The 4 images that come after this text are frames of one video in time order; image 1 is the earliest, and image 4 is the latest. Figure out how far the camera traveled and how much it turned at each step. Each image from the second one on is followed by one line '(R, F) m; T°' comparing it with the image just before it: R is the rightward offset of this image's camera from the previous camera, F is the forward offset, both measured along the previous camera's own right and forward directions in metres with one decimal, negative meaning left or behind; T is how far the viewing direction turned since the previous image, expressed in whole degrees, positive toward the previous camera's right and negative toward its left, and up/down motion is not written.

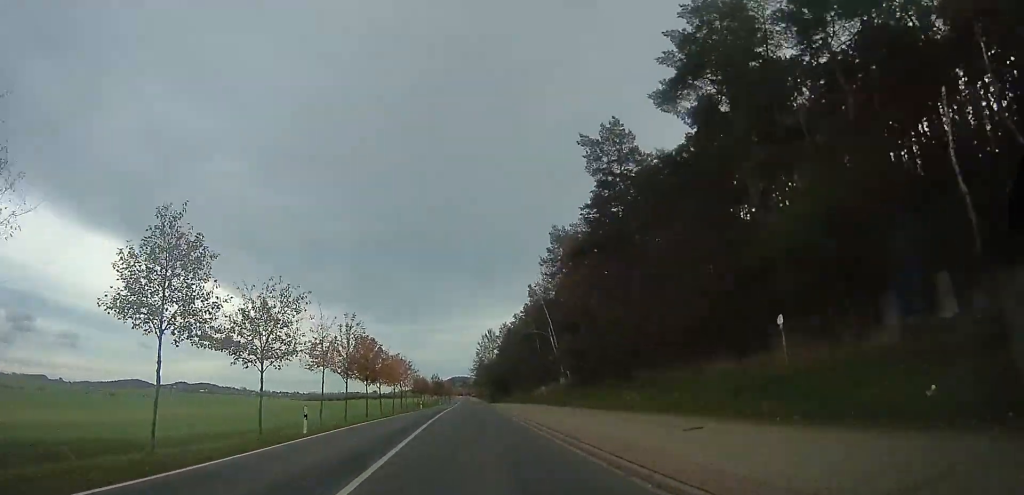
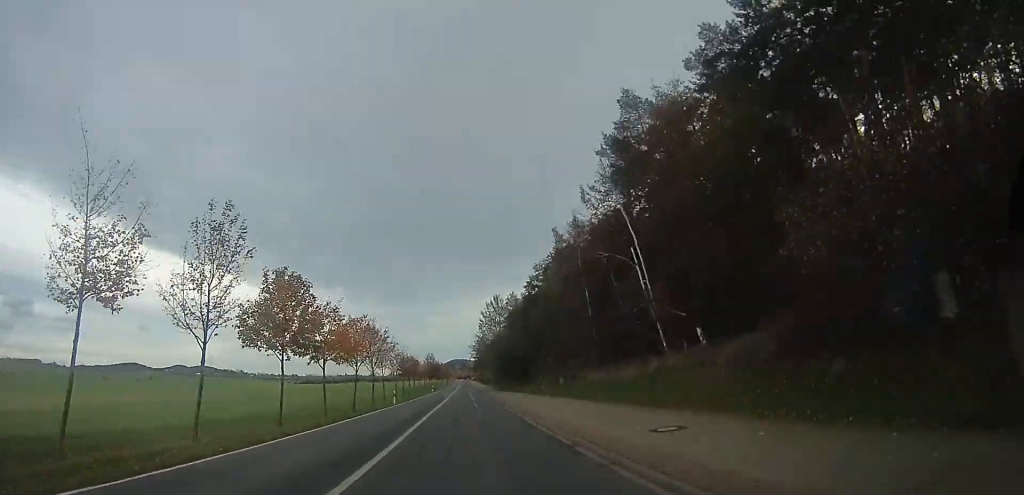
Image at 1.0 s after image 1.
(-0.7, +25.7) m; -2°
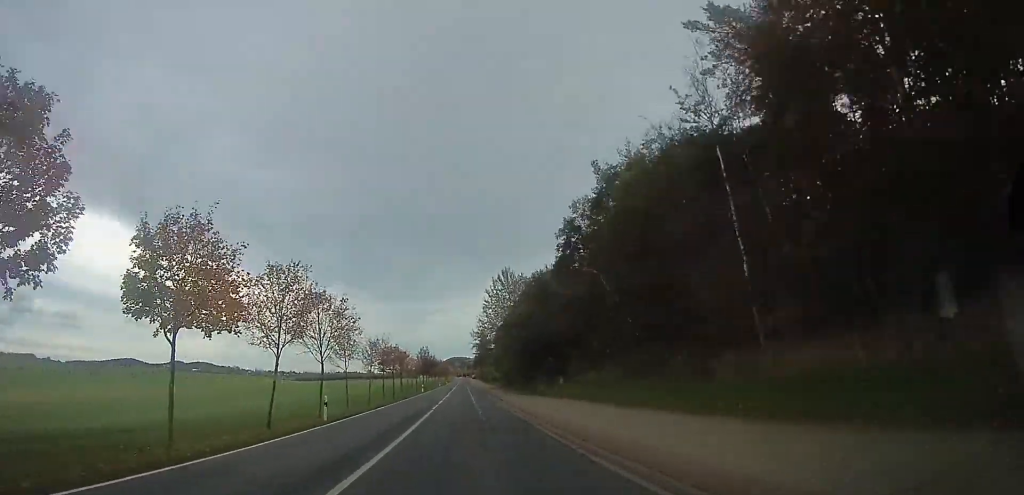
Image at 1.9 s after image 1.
(0.0, +20.8) m; 0°
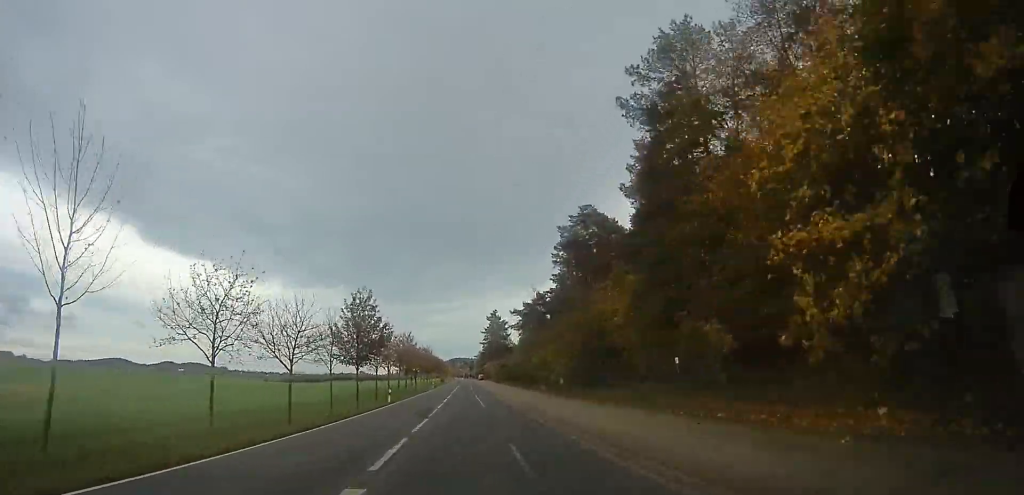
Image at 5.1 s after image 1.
(+0.6, +83.4) m; +1°
